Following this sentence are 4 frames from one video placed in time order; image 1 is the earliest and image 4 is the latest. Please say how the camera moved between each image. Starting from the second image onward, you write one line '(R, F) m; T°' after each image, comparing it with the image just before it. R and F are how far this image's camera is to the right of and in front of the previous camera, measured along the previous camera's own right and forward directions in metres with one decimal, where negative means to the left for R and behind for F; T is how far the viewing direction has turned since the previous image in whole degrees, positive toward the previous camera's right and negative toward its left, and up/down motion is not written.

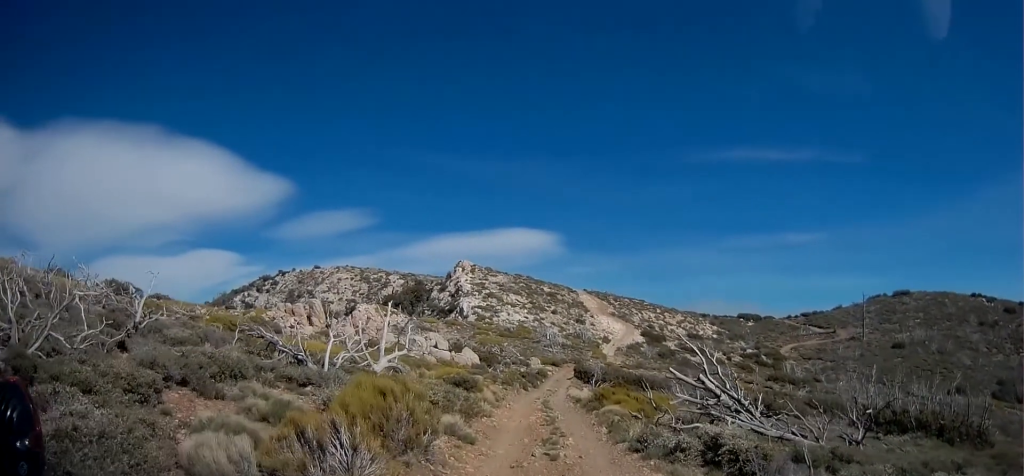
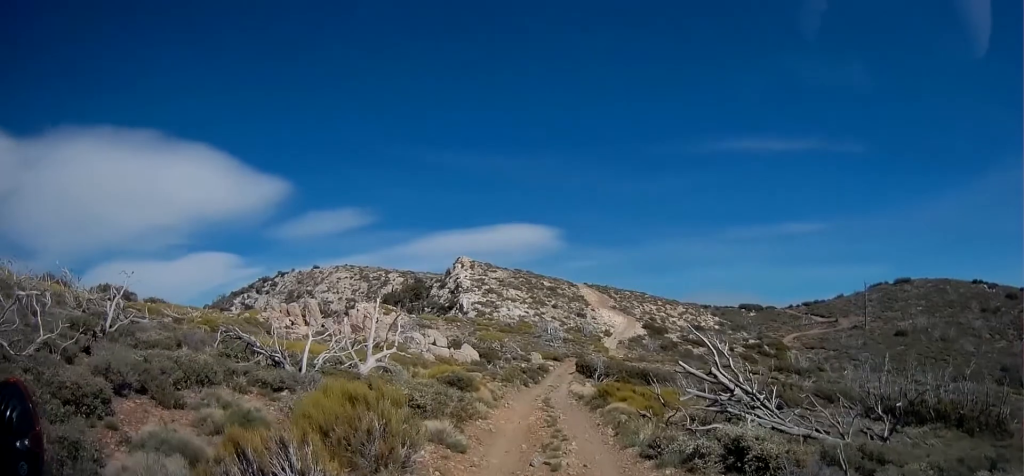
(-0.1, +1.3) m; -2°
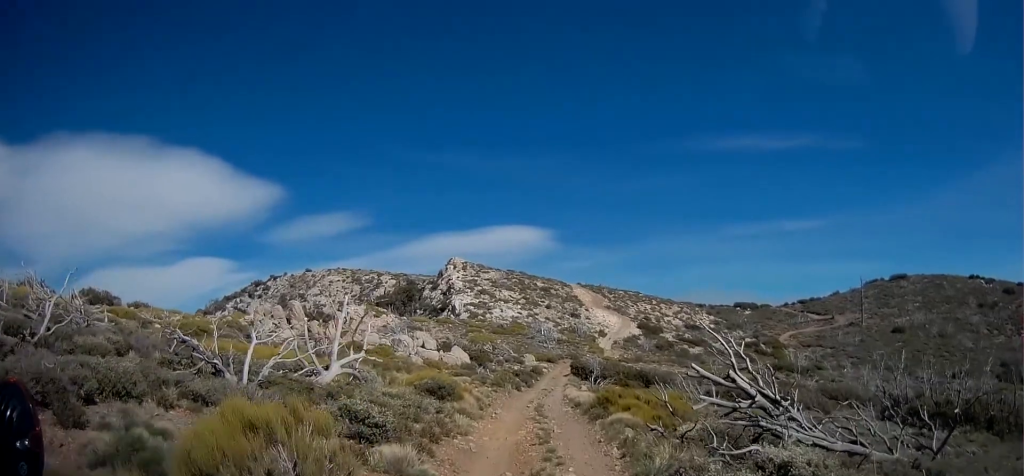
(0.0, +2.4) m; +3°
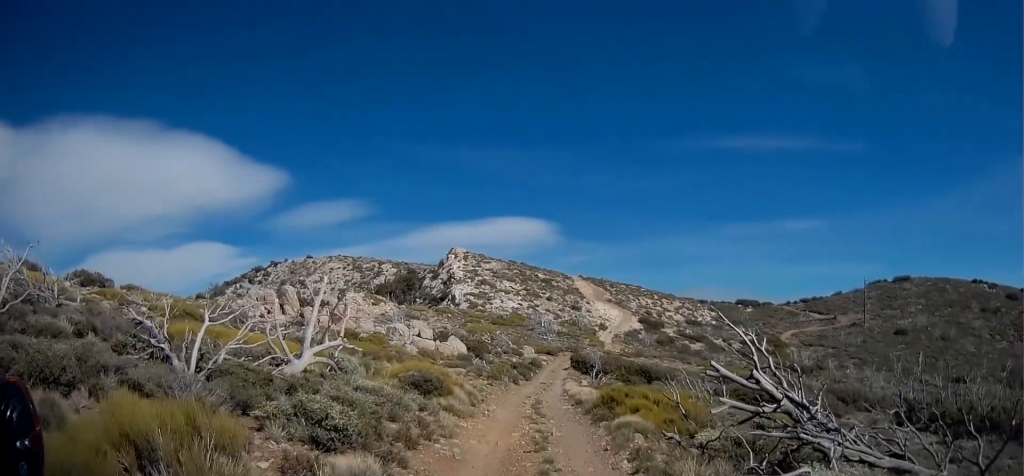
(+0.1, +1.7) m; +1°
